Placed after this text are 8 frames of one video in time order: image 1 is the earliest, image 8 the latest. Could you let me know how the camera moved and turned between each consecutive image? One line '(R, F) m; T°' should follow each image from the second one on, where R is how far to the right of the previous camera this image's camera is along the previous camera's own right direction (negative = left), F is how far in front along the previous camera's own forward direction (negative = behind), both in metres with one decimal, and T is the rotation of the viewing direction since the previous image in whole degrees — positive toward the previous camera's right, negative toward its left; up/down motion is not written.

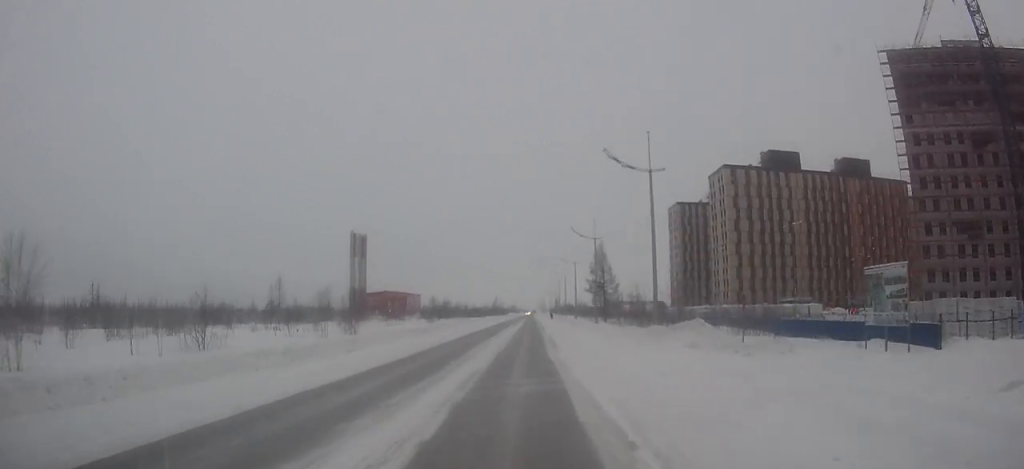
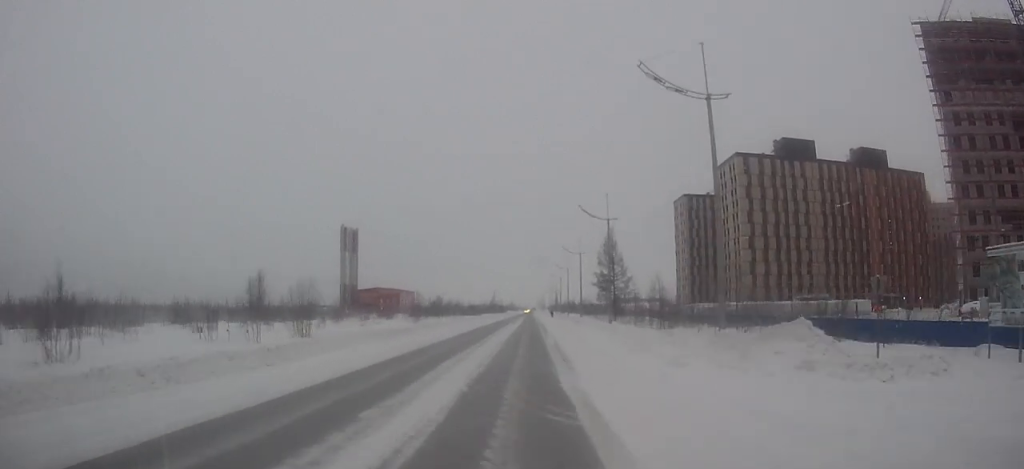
(0.0, +11.2) m; 0°
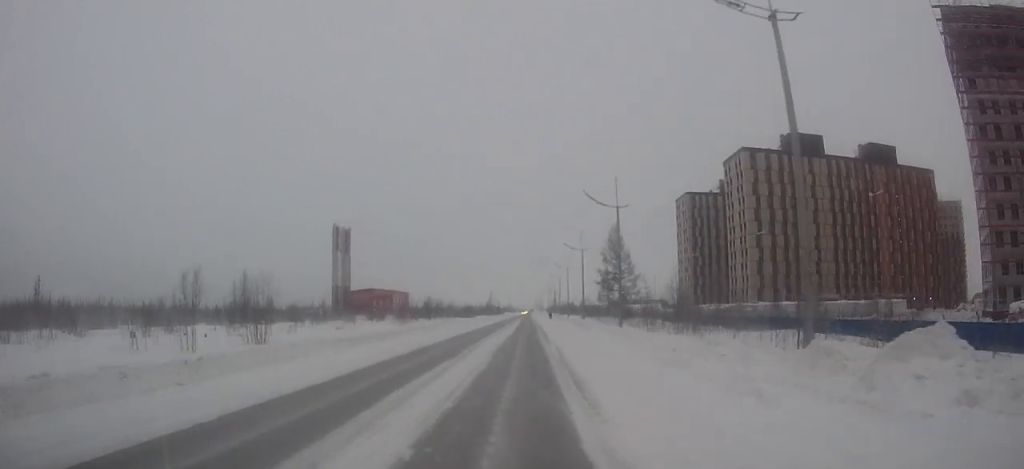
(0.0, +6.8) m; 0°
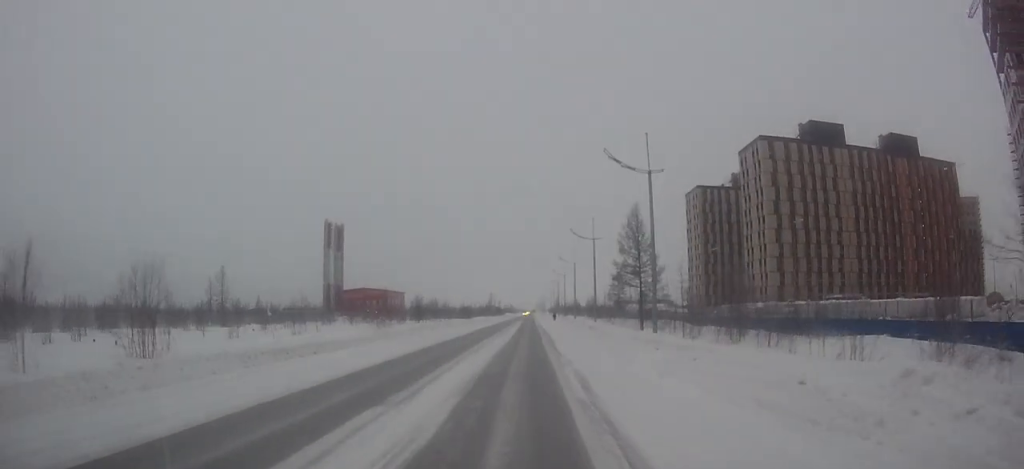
(0.0, +11.5) m; 0°
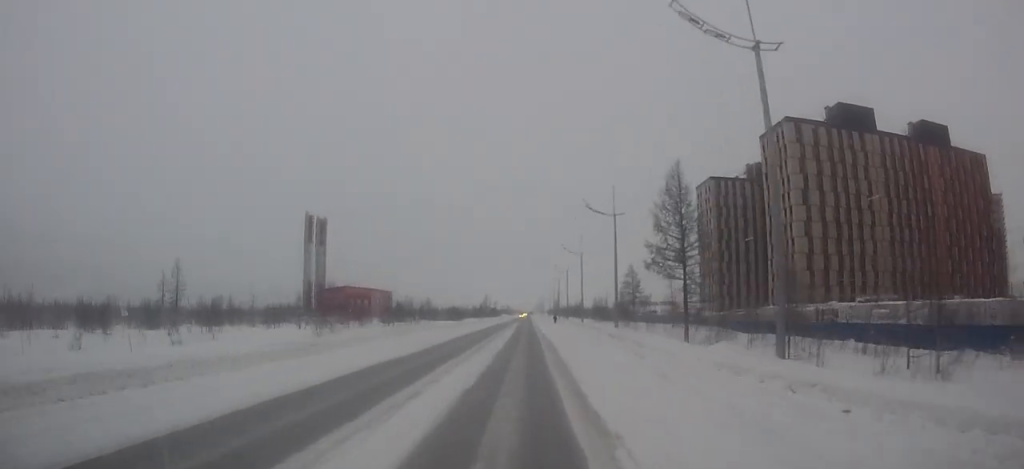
(0.0, +16.9) m; 0°
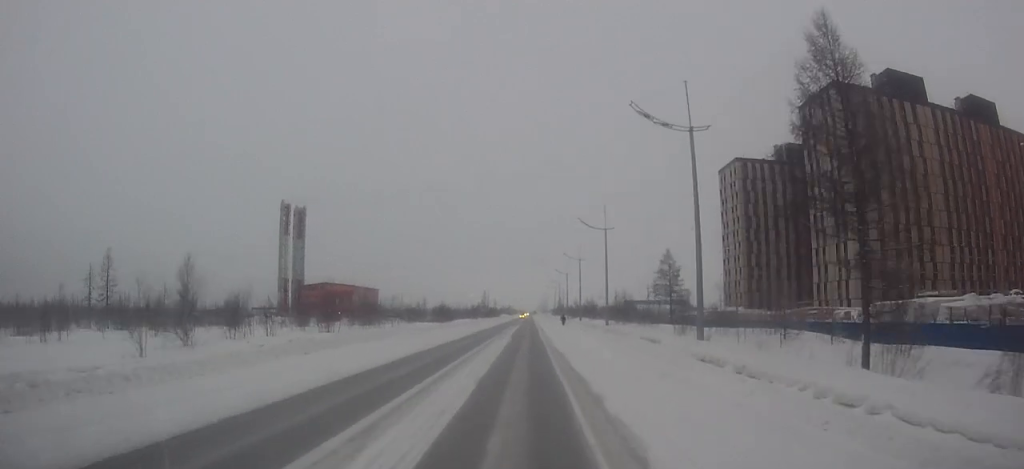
(0.0, +22.0) m; 0°
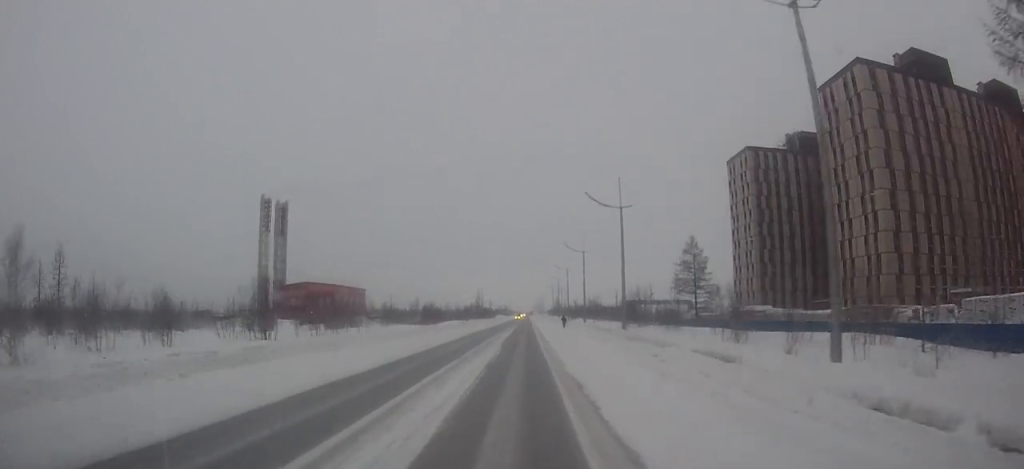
(0.0, +11.4) m; 0°
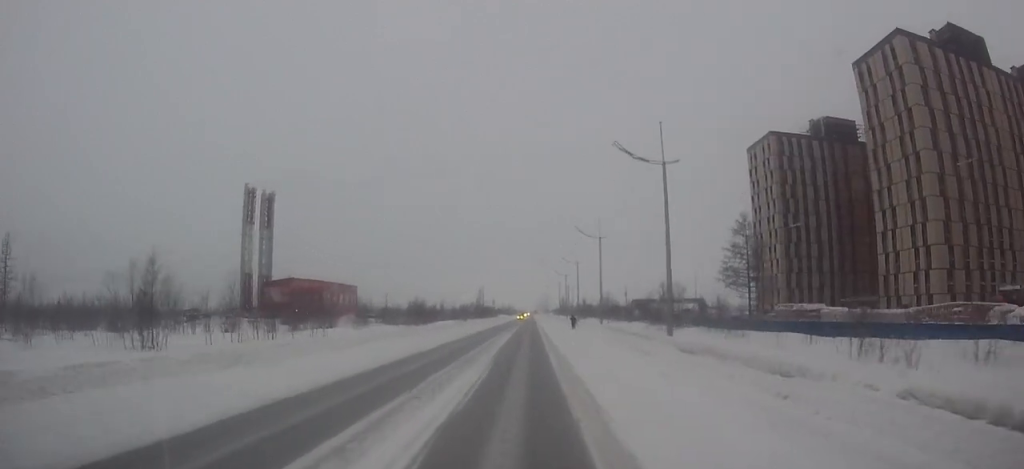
(0.0, +12.8) m; 0°
